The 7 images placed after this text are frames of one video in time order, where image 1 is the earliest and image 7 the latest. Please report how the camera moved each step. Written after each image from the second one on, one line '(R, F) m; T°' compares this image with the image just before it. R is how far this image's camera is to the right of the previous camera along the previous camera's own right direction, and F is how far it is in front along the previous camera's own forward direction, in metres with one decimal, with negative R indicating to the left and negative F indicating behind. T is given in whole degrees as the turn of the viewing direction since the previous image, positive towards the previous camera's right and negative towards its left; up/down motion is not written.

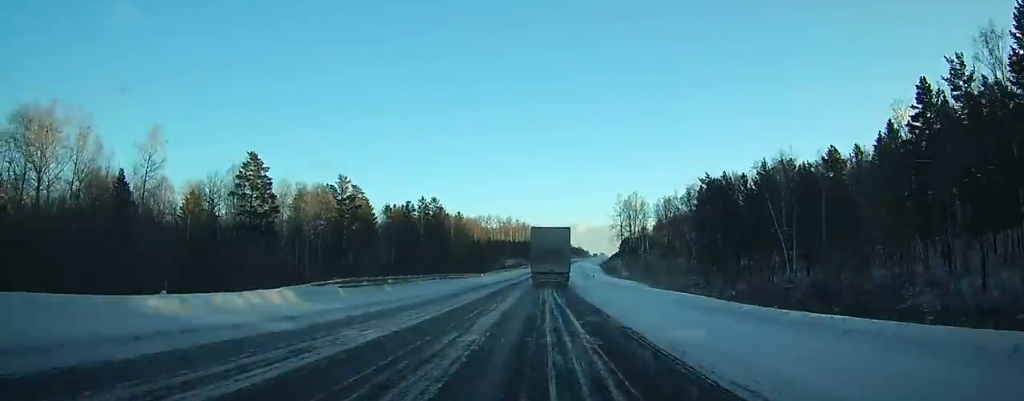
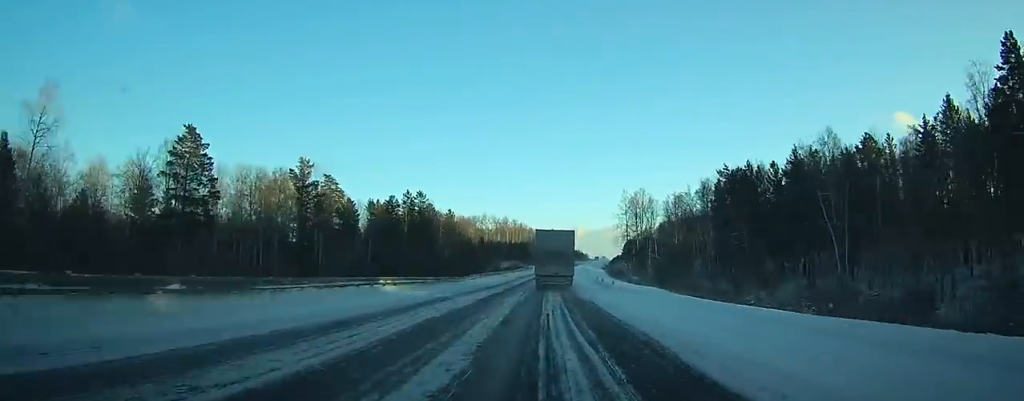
(+0.2, +18.0) m; +1°
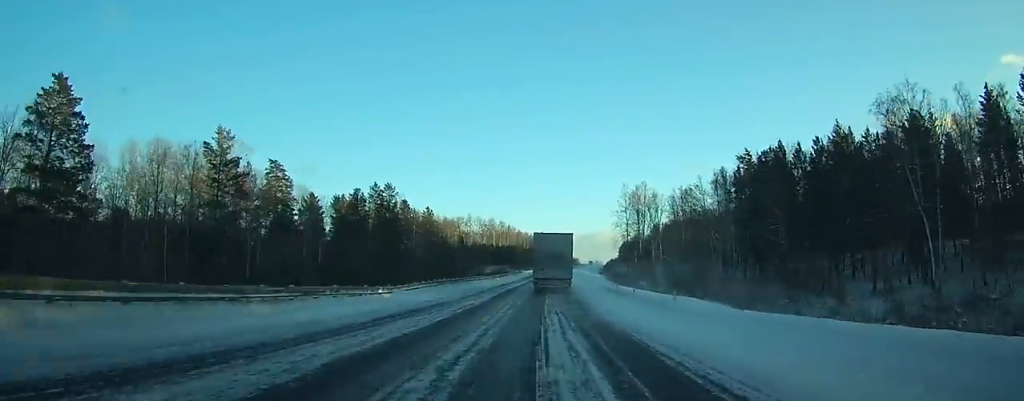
(+0.2, +22.6) m; +1°
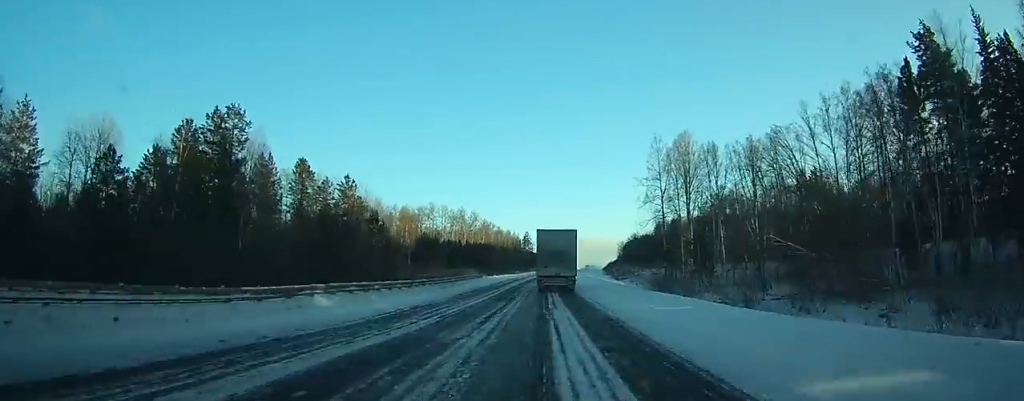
(+0.7, +66.2) m; +1°
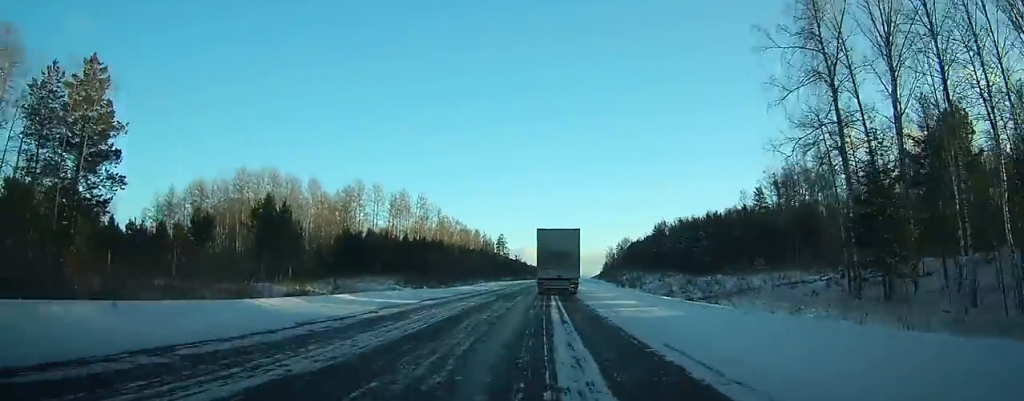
(+0.9, +69.2) m; +2°
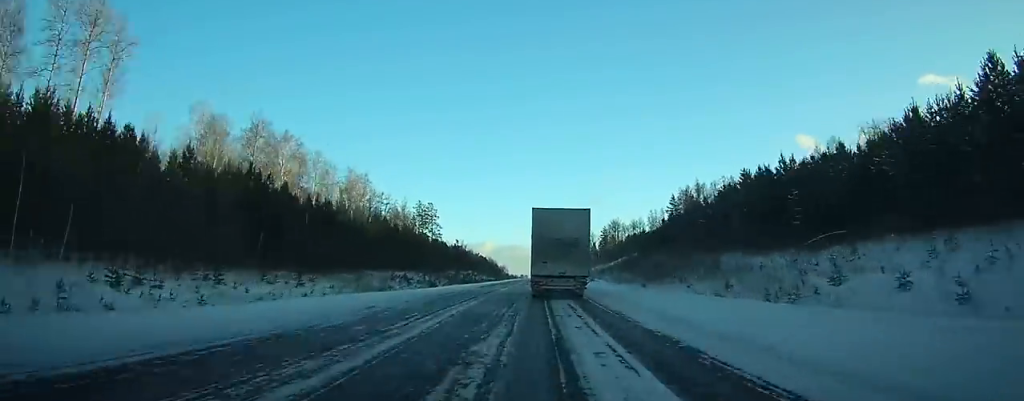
(+4.6, +140.4) m; +4°
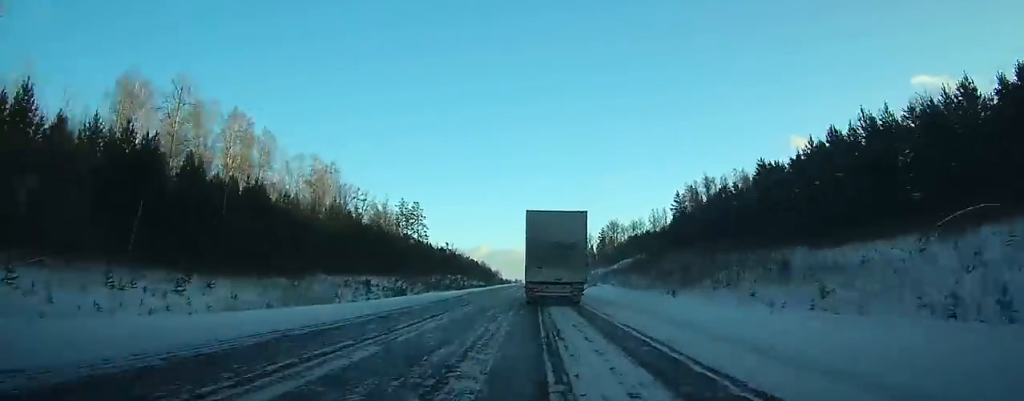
(+0.2, +17.4) m; 0°
